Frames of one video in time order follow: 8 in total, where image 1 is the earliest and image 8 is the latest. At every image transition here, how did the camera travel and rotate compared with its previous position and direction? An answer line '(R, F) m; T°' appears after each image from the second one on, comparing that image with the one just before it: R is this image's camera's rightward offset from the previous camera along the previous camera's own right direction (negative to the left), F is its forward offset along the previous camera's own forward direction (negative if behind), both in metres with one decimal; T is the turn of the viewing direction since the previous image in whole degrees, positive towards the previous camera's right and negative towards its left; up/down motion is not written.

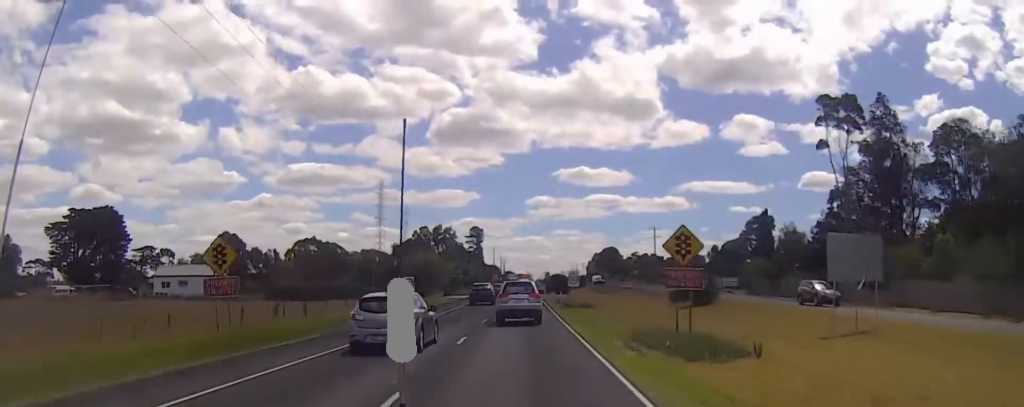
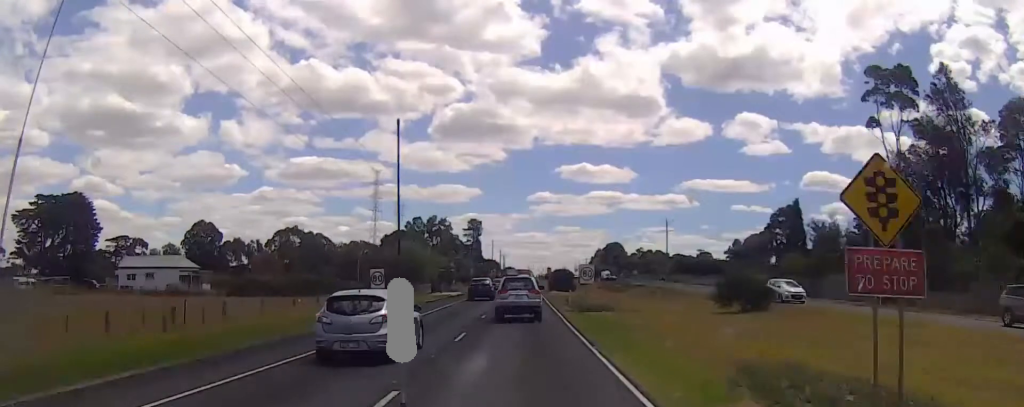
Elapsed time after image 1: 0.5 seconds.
(-0.8, +11.9) m; 0°
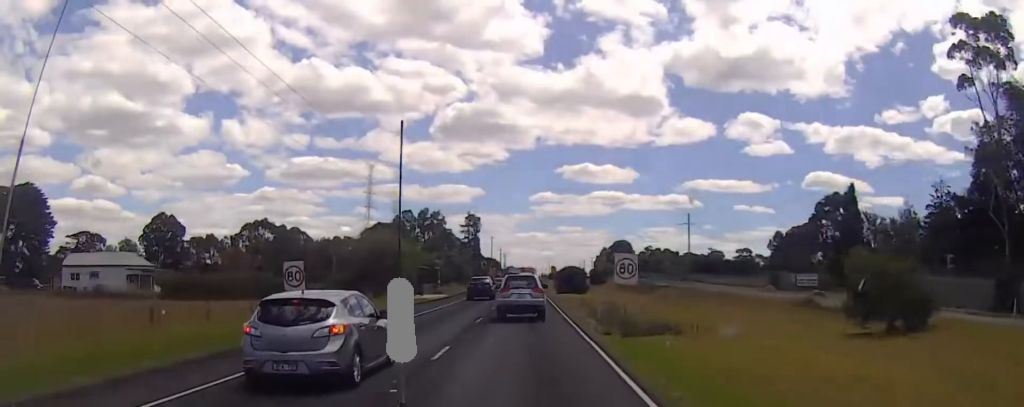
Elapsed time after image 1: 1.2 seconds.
(+1.2, +16.2) m; +1°
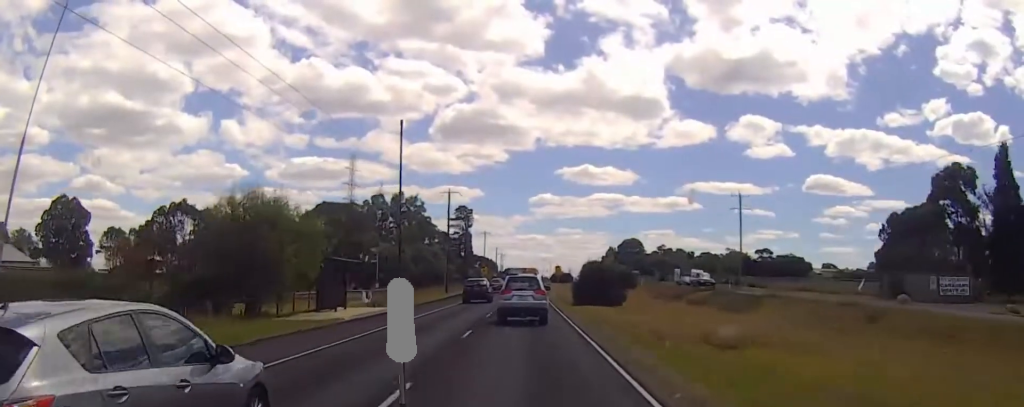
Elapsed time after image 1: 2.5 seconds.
(-0.3, +28.6) m; -3°
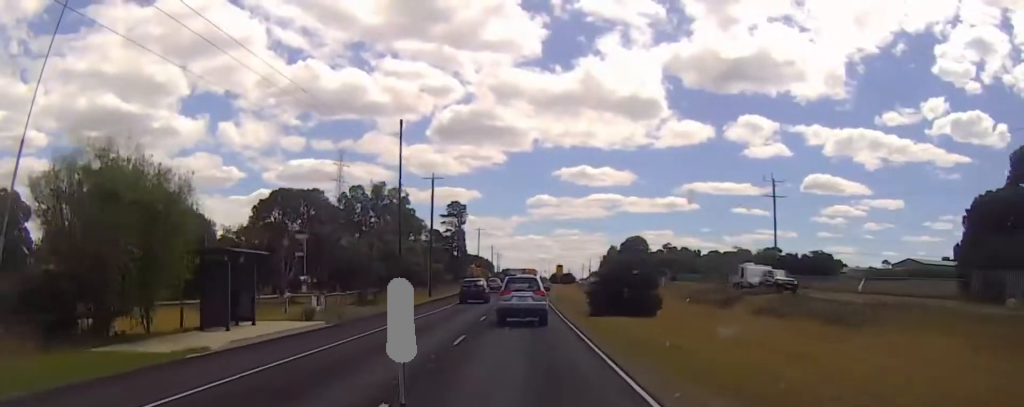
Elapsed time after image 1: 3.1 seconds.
(-0.3, +13.2) m; +2°
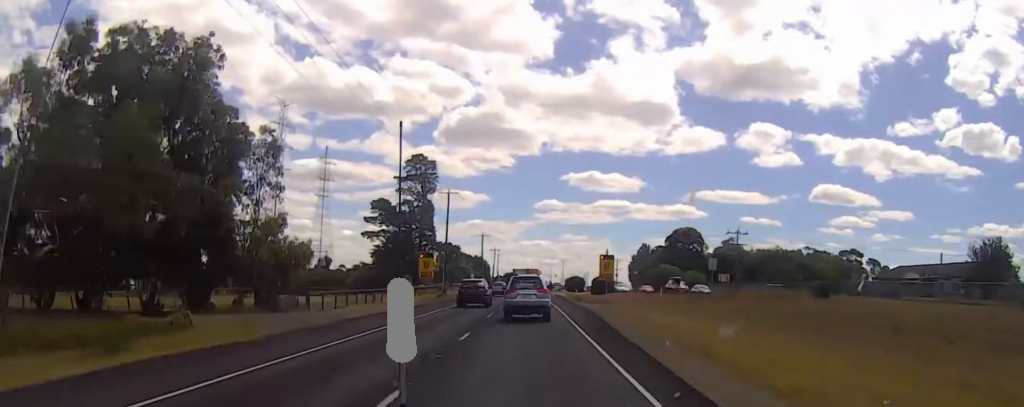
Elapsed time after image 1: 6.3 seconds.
(+0.8, +69.6) m; -1°
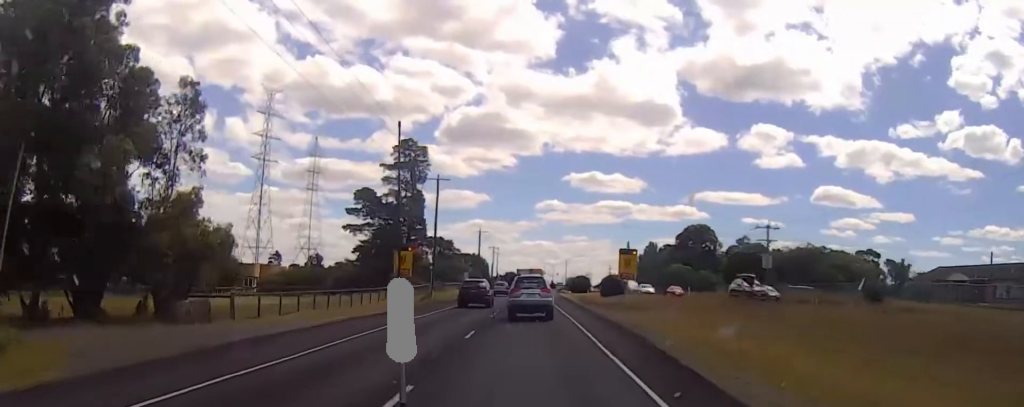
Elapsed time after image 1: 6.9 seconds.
(-0.1, +11.3) m; 0°
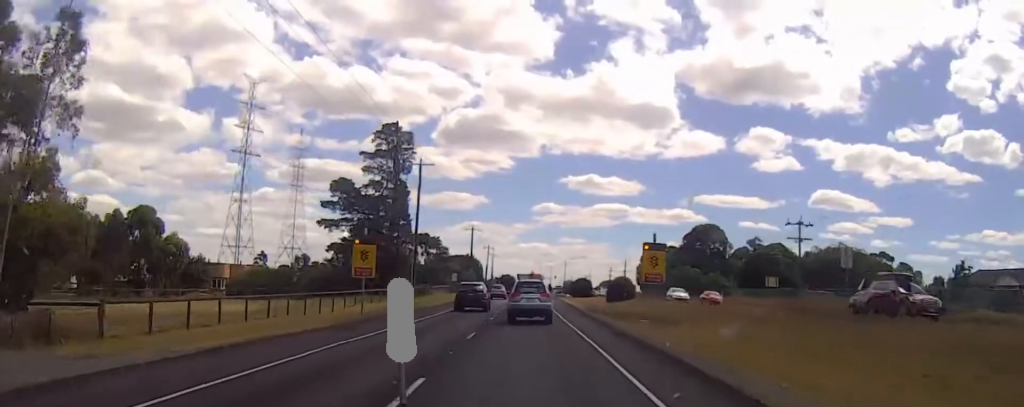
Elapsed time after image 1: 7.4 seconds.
(-0.1, +10.5) m; -1°
